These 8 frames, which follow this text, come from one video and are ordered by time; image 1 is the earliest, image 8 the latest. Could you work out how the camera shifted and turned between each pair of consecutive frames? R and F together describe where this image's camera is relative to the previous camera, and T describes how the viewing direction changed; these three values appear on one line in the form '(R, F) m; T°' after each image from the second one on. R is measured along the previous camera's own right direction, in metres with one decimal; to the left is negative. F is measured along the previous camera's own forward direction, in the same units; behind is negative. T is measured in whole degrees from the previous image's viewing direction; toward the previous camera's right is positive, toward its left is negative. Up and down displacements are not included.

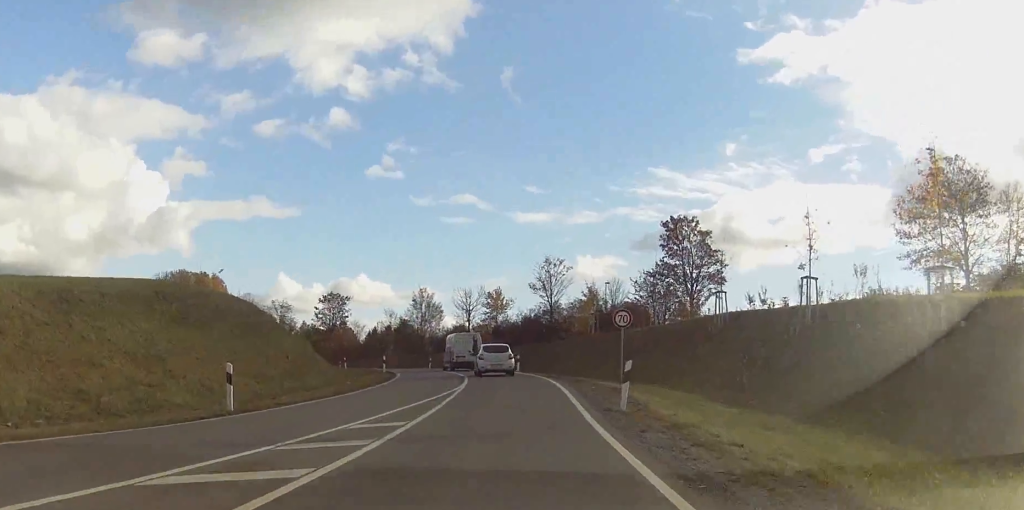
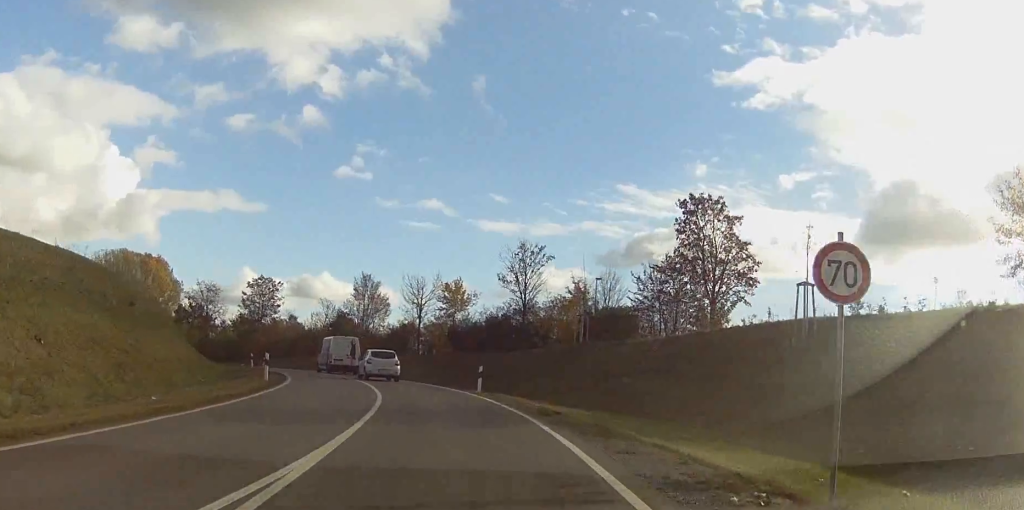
(+1.2, +19.4) m; +4°
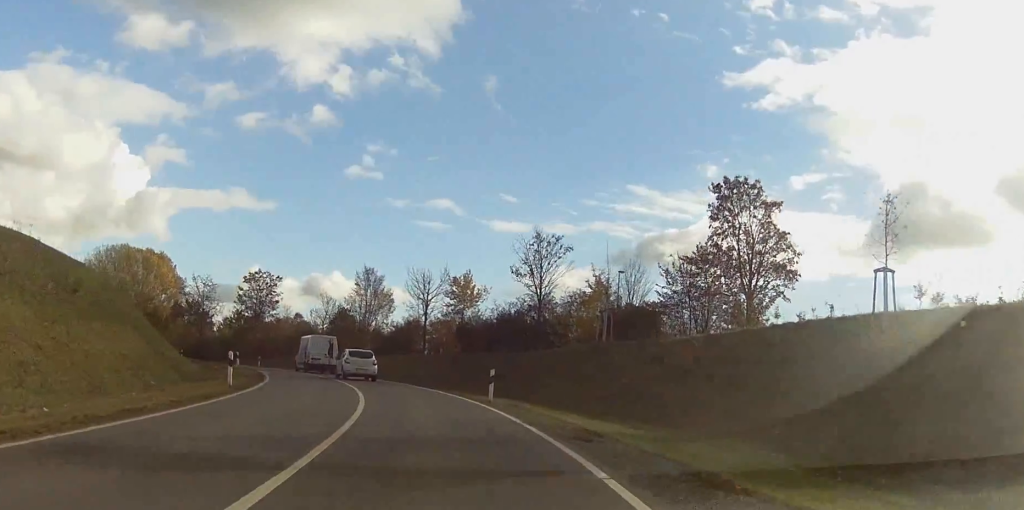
(0.0, +6.0) m; 0°
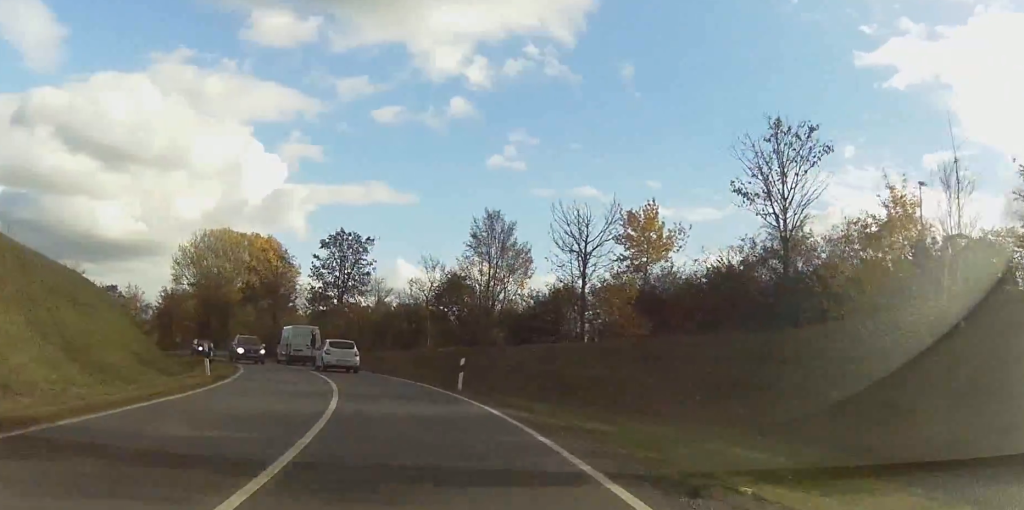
(-1.3, +28.6) m; -8°
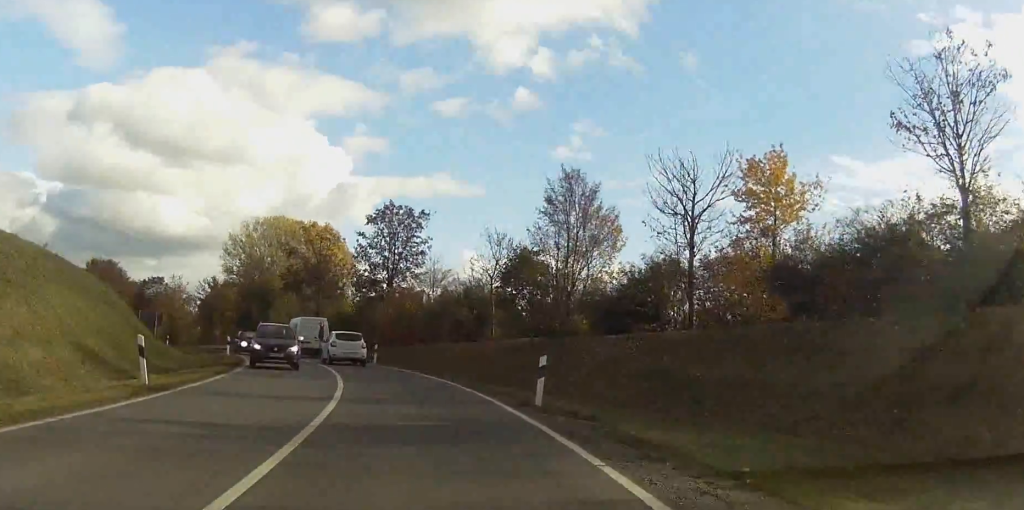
(-0.4, +10.3) m; -3°
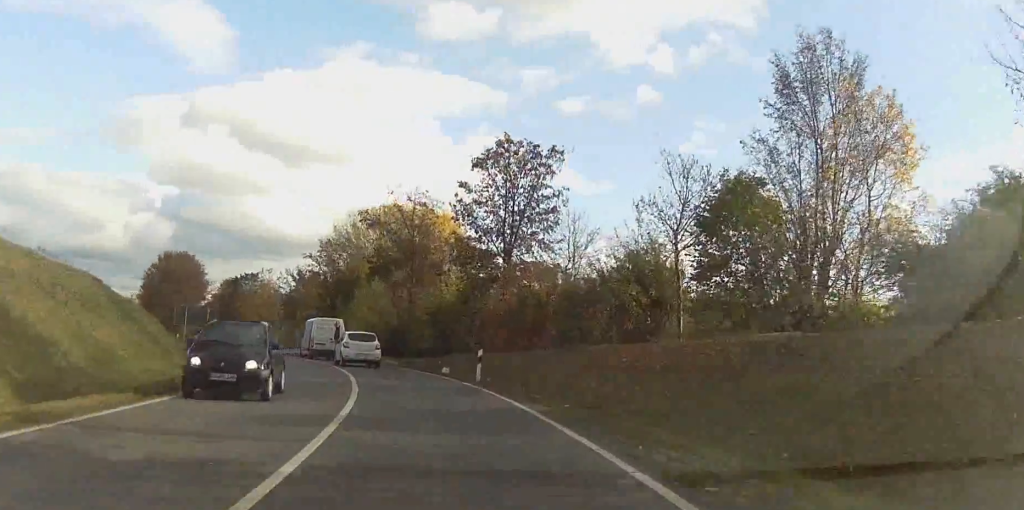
(-1.2, +19.9) m; -8°
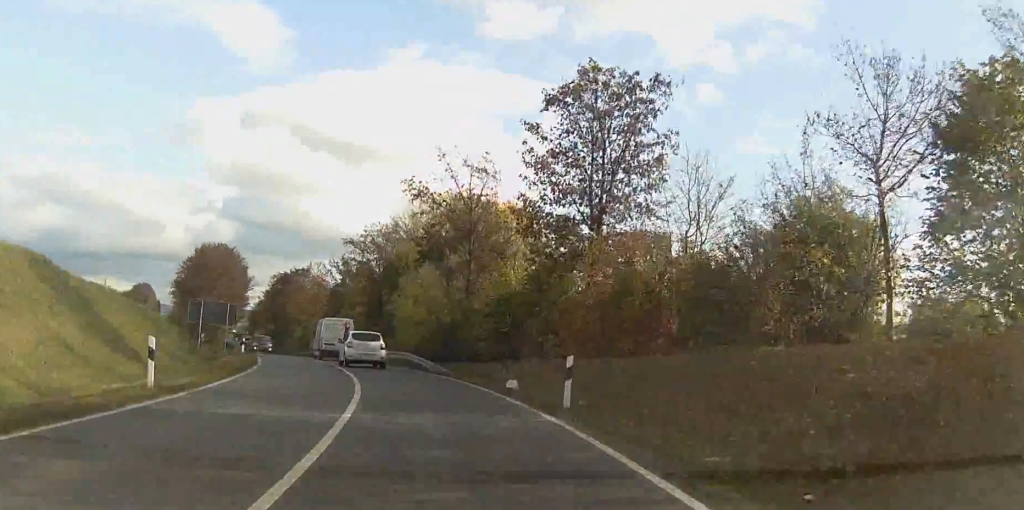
(-0.6, +11.0) m; -5°
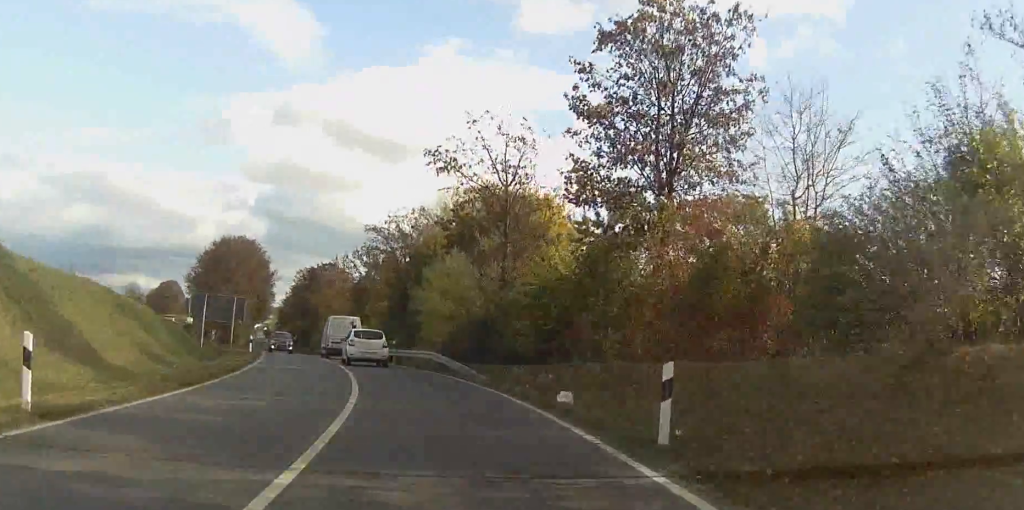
(-0.2, +6.3) m; -2°
